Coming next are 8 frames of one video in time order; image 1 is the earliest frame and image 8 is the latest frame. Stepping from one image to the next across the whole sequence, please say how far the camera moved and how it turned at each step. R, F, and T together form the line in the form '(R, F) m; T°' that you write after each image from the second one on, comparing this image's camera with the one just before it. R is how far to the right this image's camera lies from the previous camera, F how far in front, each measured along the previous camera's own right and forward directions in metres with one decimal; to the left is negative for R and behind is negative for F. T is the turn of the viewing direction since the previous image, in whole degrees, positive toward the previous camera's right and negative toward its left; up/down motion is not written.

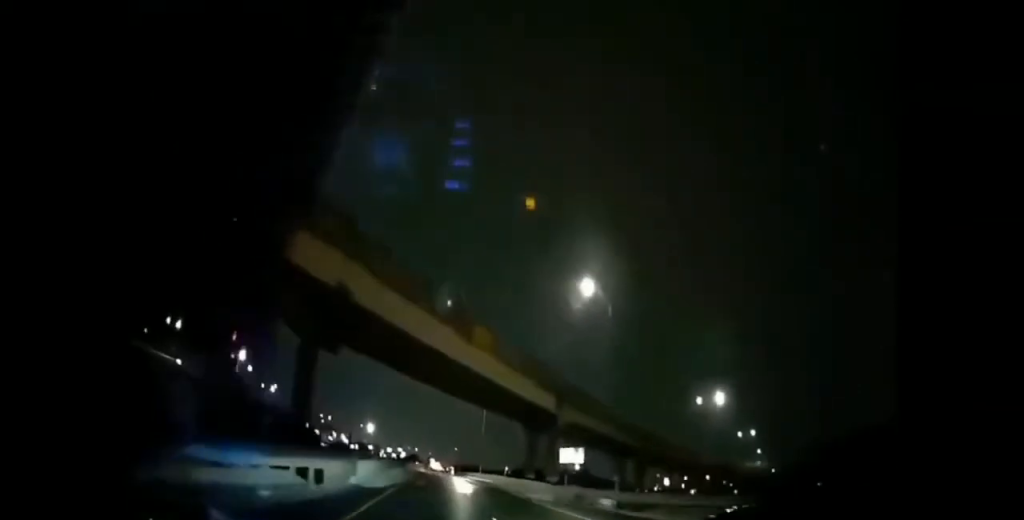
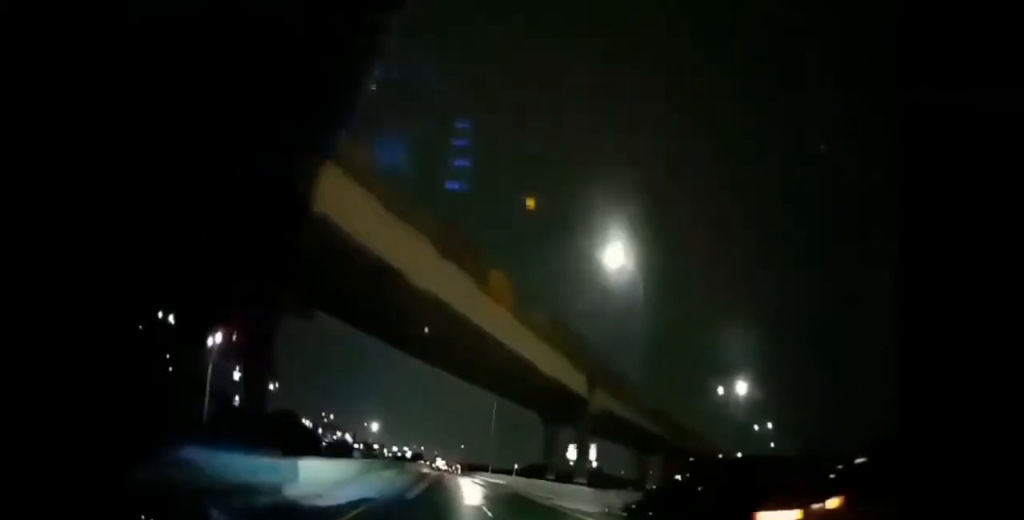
(+0.1, +7.9) m; 0°
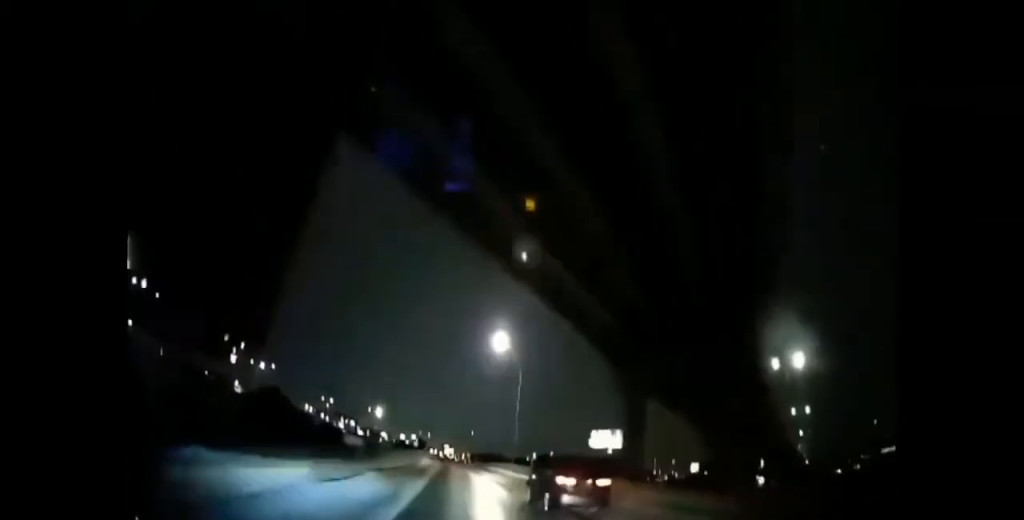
(-0.3, +19.1) m; -1°
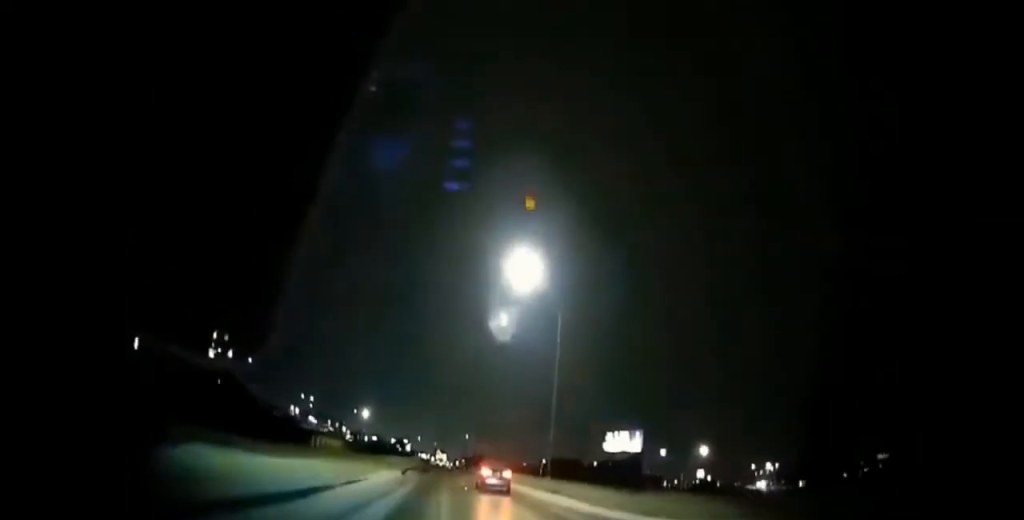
(+0.5, +22.9) m; +2°
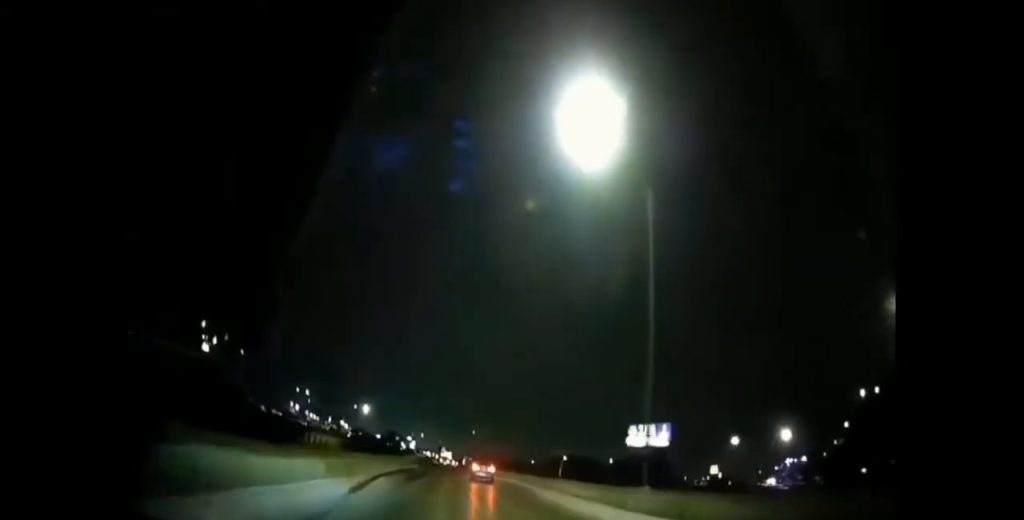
(-0.1, +15.2) m; -1°
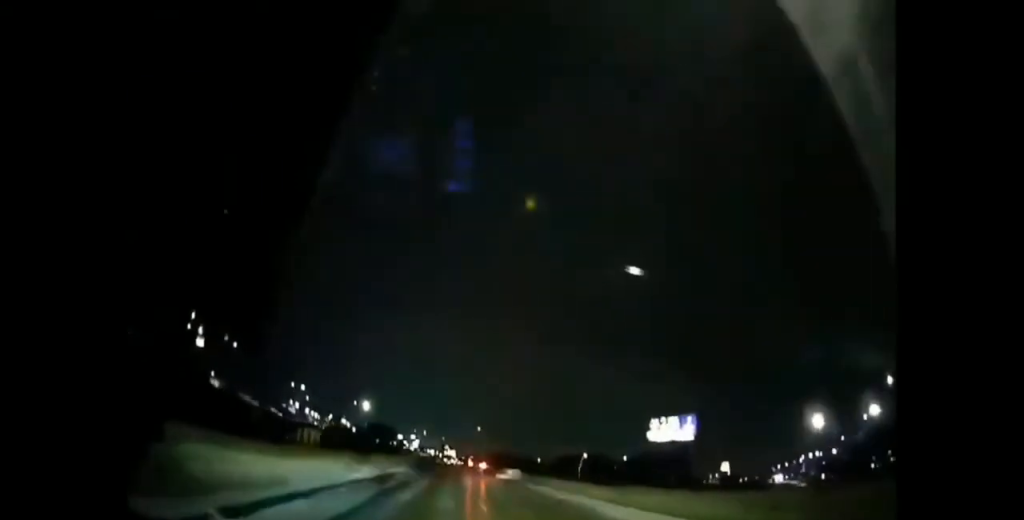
(-0.2, +12.0) m; +1°
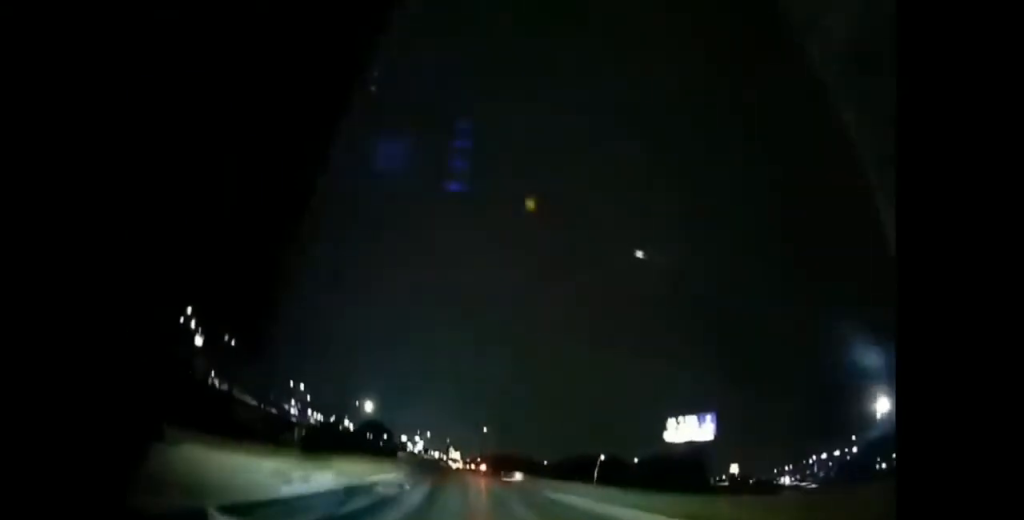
(0.0, +7.2) m; +2°
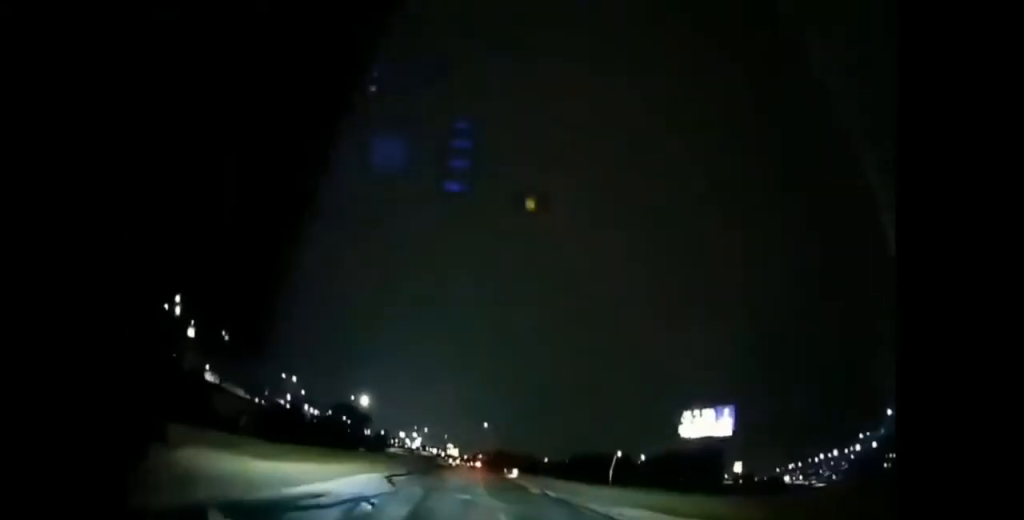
(+0.6, +8.6) m; 0°
